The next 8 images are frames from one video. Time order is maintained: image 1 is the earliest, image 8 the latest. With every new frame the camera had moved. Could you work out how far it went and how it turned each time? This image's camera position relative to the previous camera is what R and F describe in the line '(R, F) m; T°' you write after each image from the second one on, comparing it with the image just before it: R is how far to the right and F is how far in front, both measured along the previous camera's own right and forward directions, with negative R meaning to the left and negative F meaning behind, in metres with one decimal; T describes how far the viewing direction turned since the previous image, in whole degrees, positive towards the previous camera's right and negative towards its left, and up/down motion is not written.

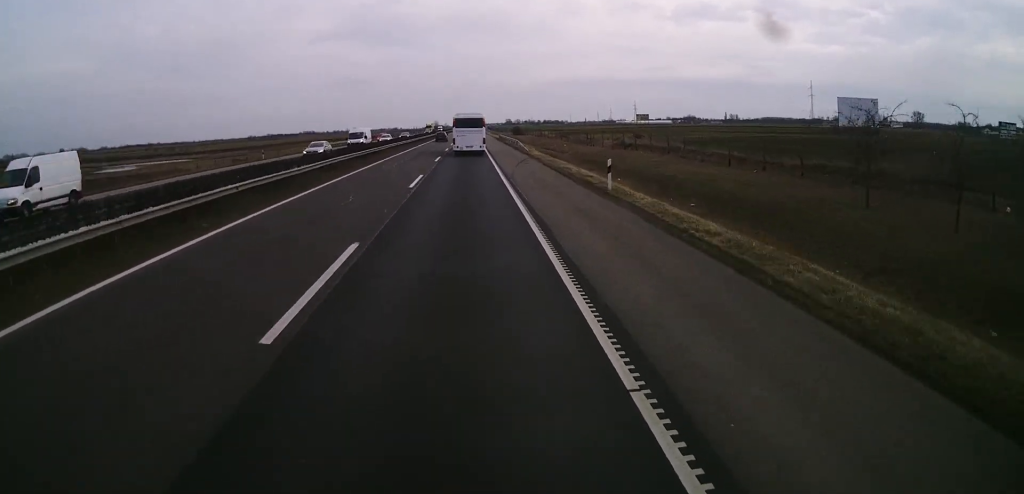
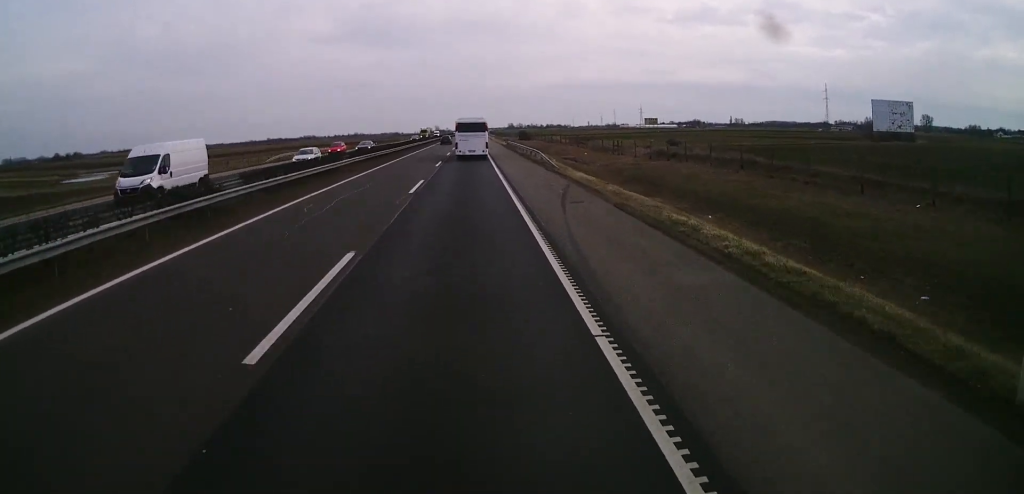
(0.0, +18.5) m; 0°
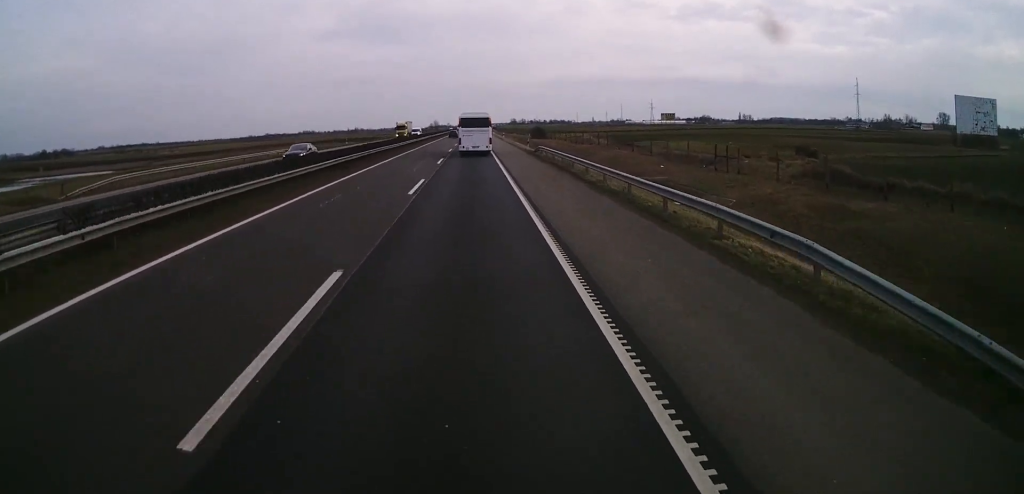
(-0.2, +37.7) m; -1°
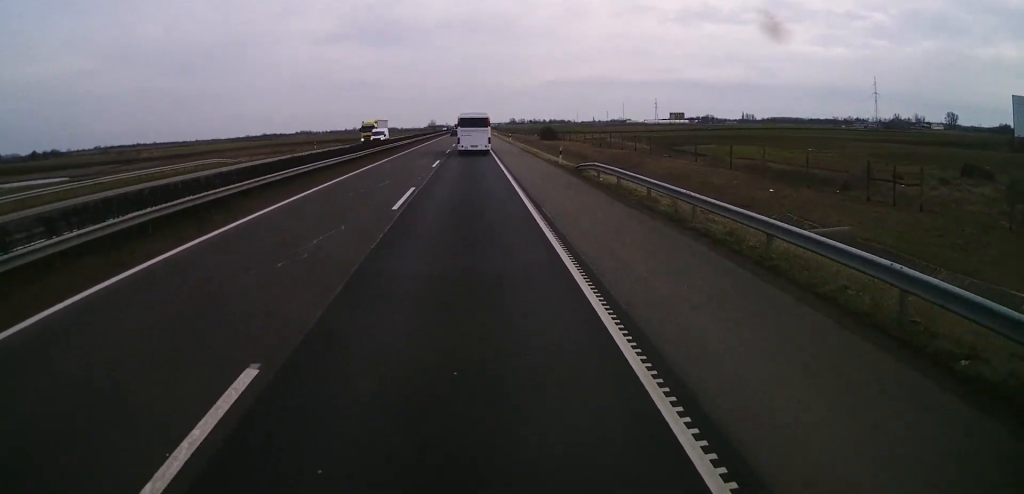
(-0.1, +22.3) m; 0°
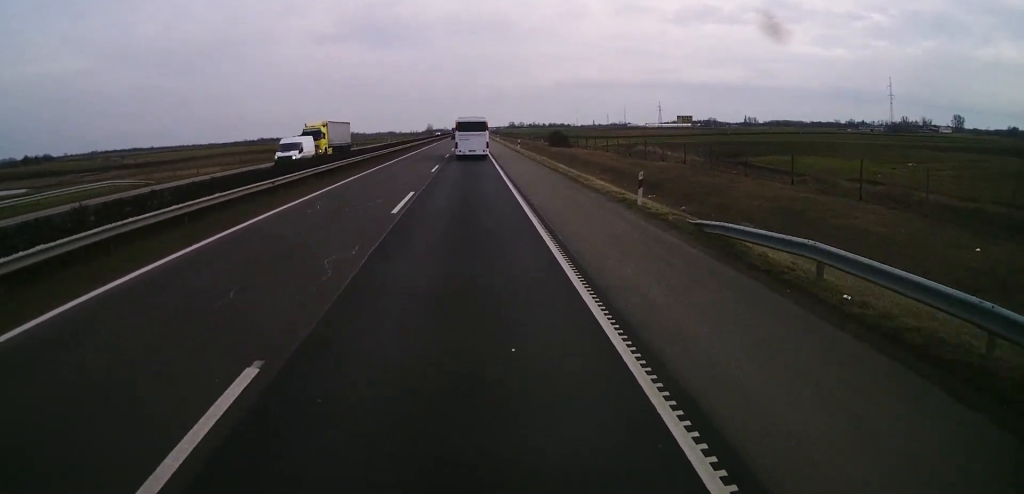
(+0.2, +17.7) m; +1°
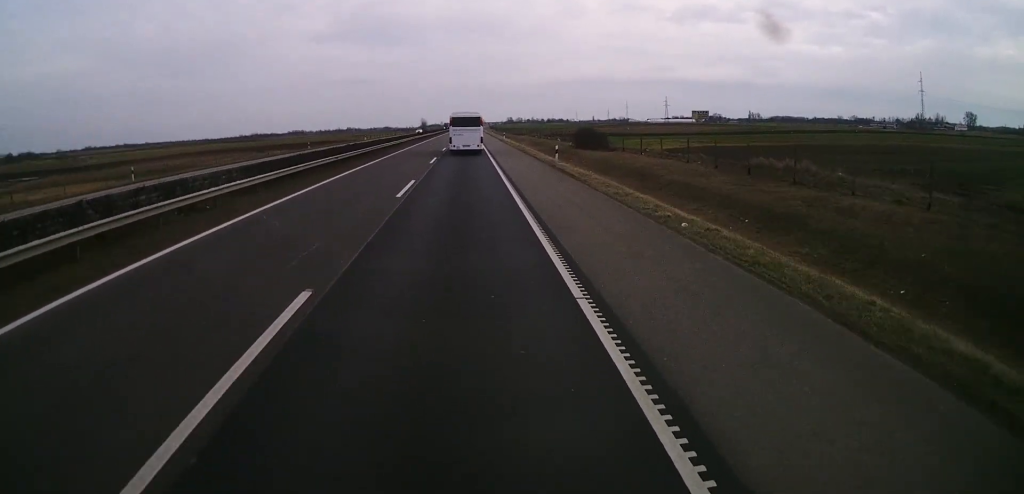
(+0.1, +33.1) m; 0°
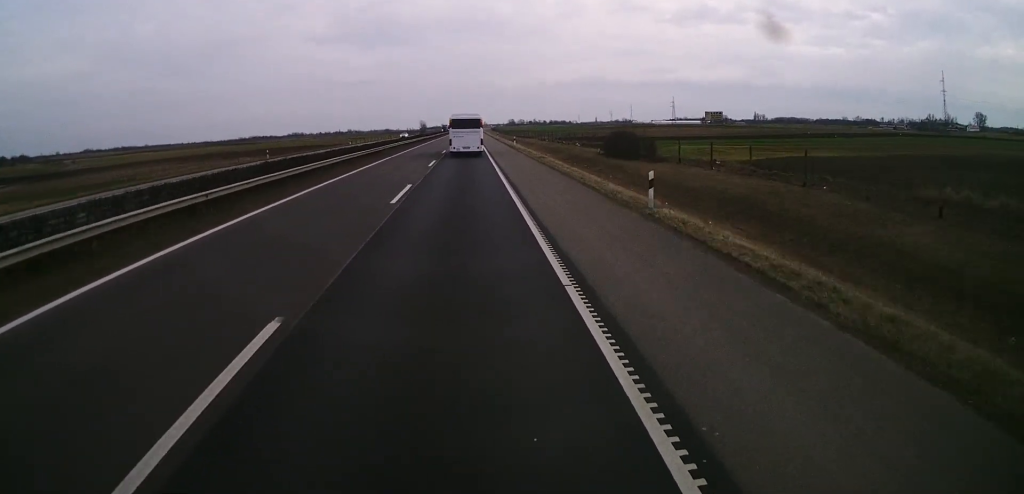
(-0.1, +19.3) m; -1°
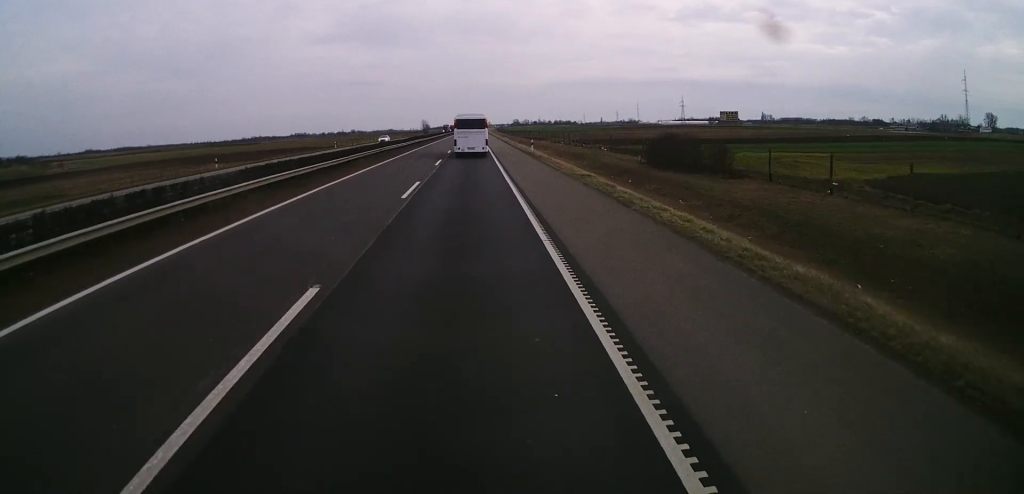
(+0.1, +16.2) m; -1°
